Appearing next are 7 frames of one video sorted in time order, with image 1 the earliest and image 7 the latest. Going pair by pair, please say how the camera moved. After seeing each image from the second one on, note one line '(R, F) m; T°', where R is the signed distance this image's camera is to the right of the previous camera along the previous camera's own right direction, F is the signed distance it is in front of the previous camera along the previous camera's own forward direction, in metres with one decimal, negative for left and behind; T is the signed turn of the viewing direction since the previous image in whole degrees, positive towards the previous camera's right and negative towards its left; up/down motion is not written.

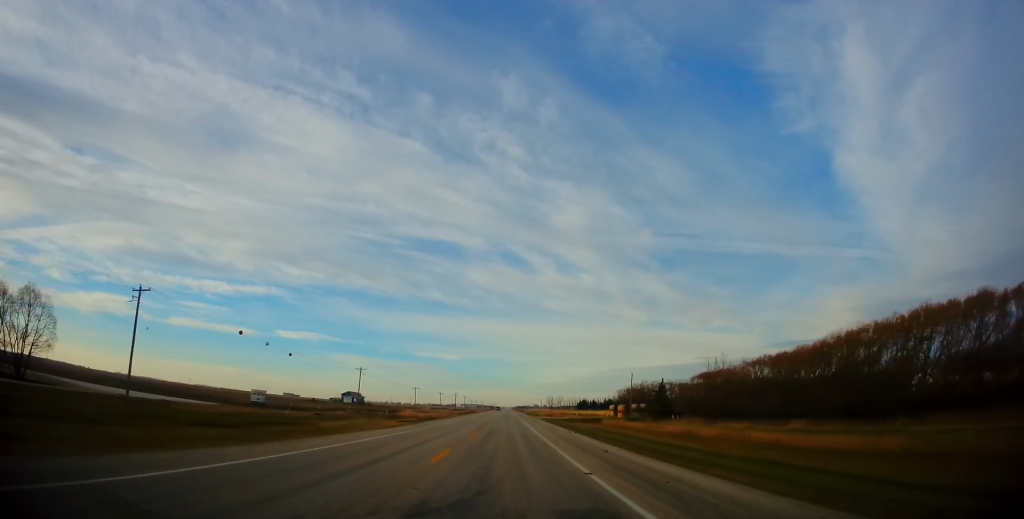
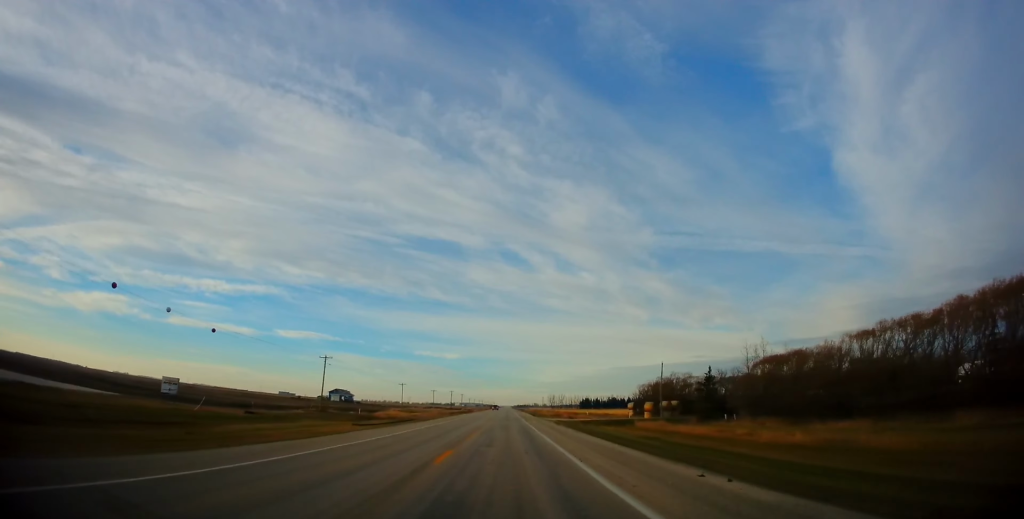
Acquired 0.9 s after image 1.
(+0.7, +25.5) m; +3°
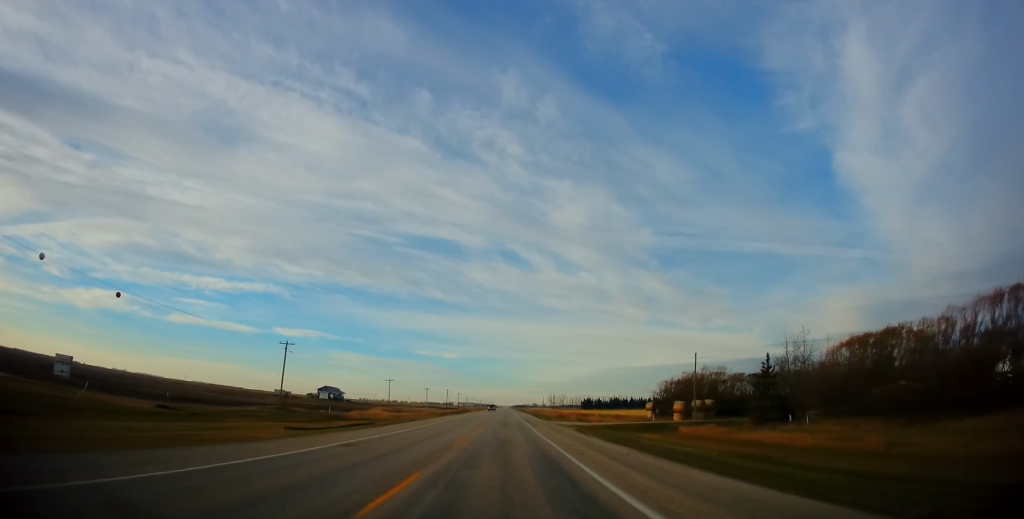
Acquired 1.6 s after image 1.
(+0.7, +19.1) m; +1°
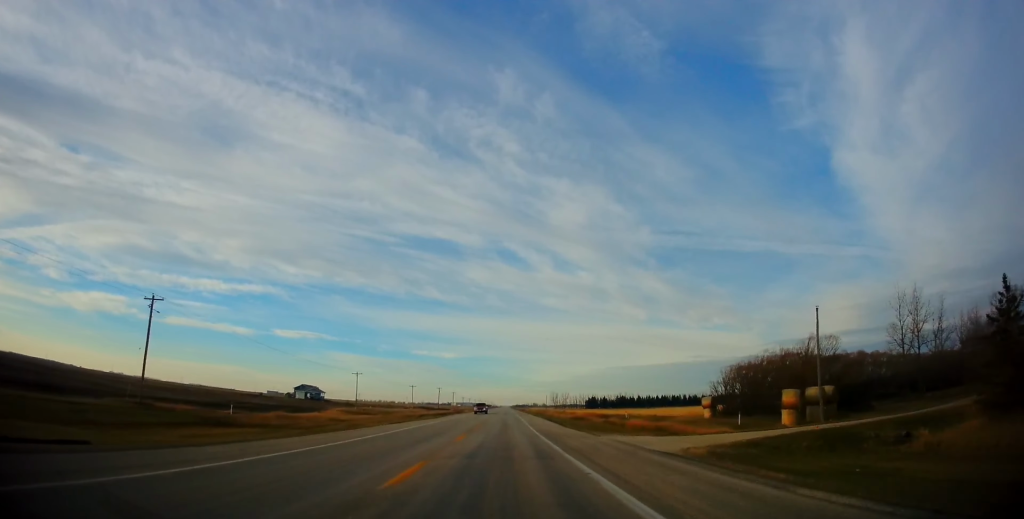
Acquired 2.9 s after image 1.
(-0.5, +34.7) m; 0°
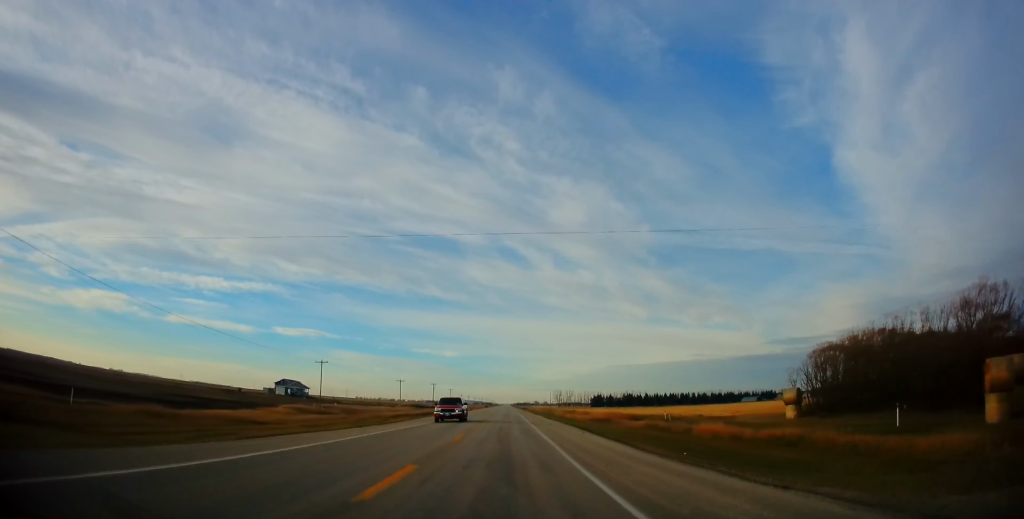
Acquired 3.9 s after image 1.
(+0.2, +25.8) m; 0°
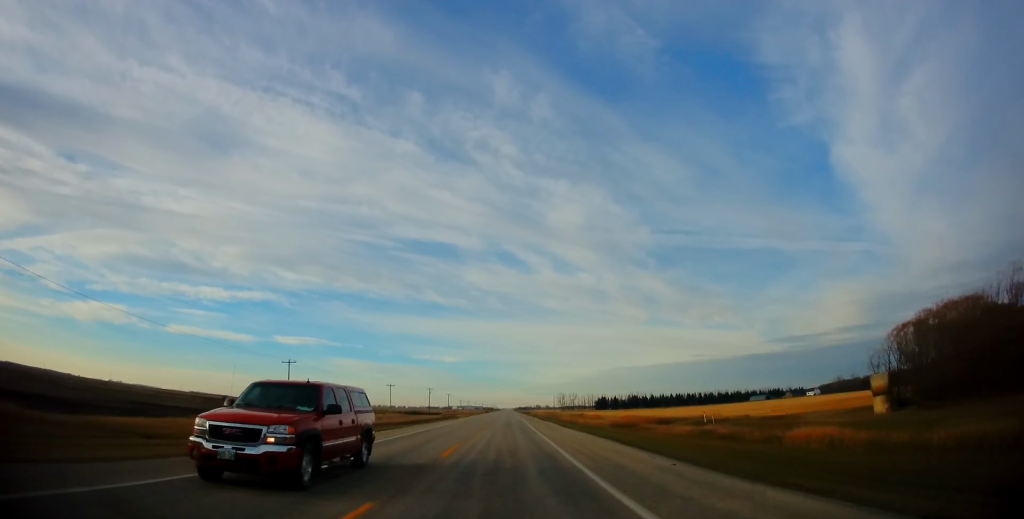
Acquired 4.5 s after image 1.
(0.0, +16.0) m; 0°
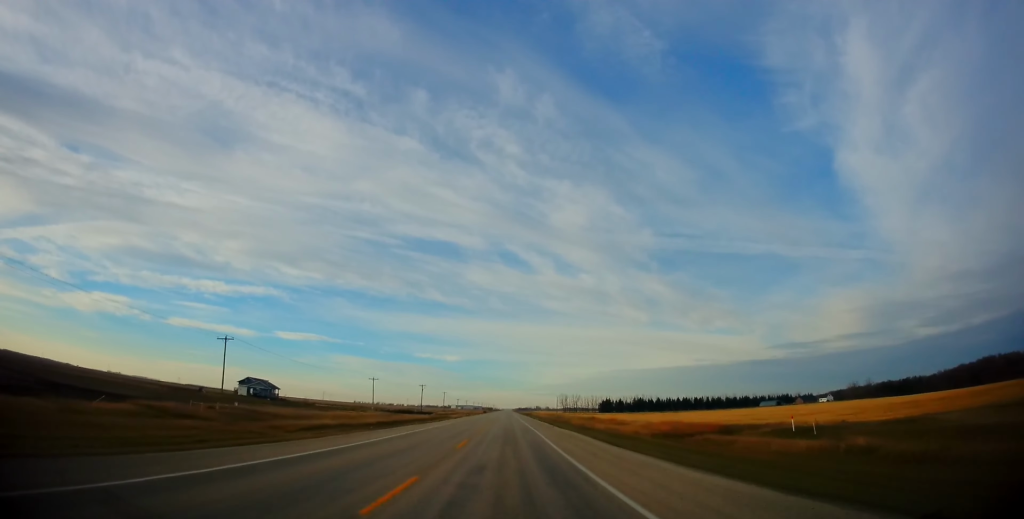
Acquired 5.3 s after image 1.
(-0.1, +21.0) m; 0°
